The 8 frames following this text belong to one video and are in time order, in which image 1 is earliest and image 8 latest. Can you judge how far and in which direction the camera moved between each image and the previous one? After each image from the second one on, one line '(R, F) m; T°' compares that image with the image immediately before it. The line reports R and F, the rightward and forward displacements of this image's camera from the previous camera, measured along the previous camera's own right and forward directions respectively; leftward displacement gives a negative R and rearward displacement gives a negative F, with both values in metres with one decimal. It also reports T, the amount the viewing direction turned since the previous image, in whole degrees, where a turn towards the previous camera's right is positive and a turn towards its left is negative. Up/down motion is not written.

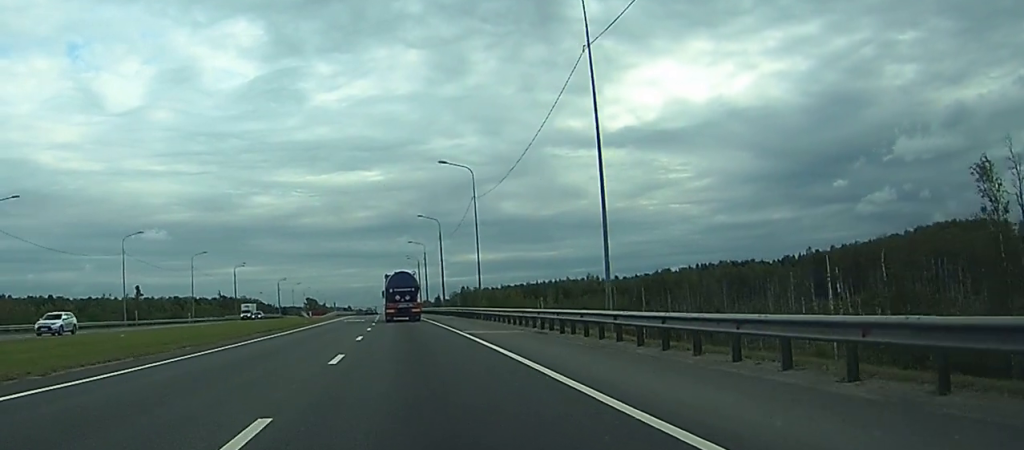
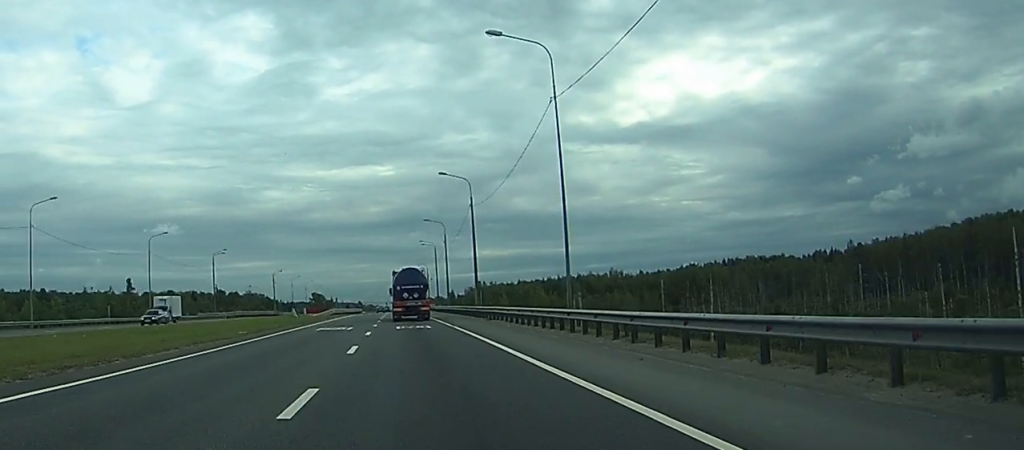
(-0.3, +32.6) m; -1°
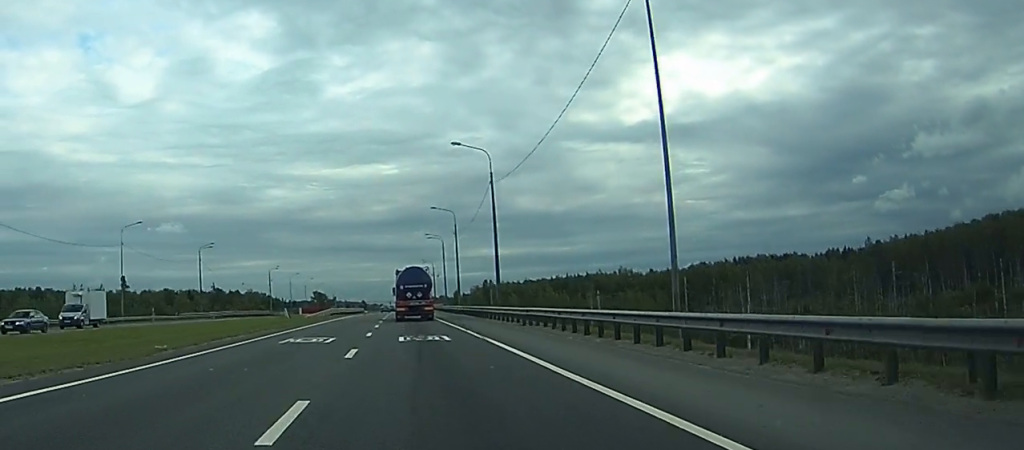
(0.0, +13.8) m; 0°
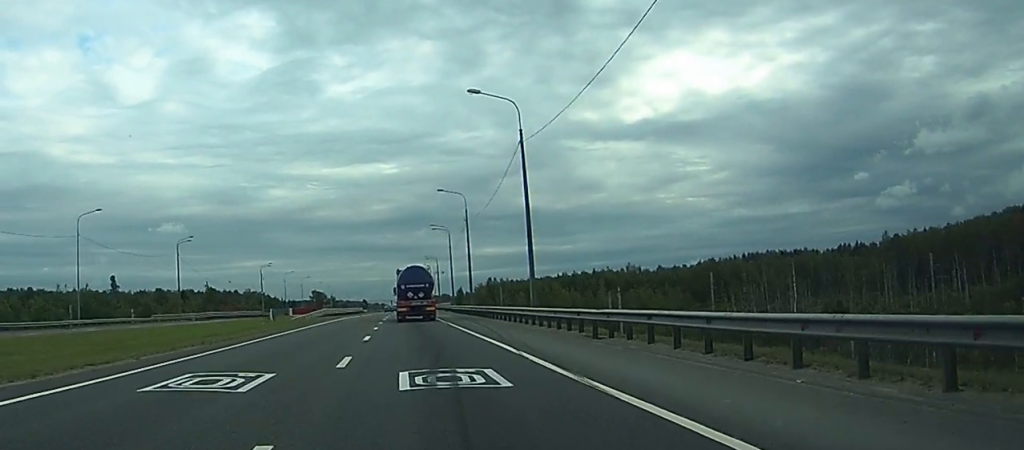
(0.0, +15.2) m; 0°
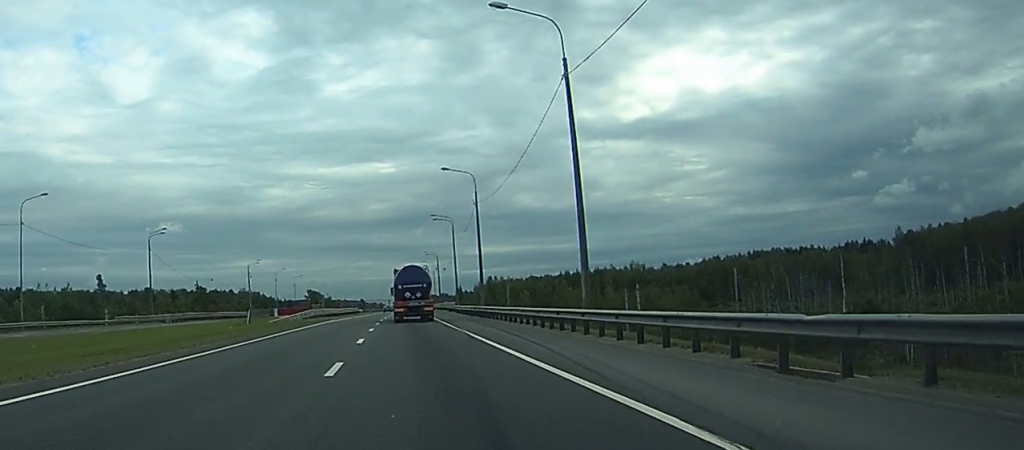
(0.0, +13.7) m; 0°
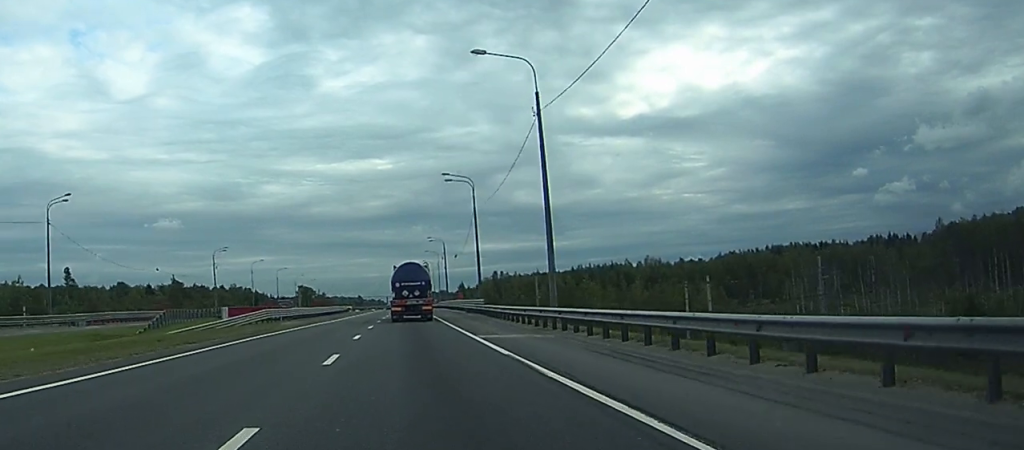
(0.0, +33.7) m; 0°
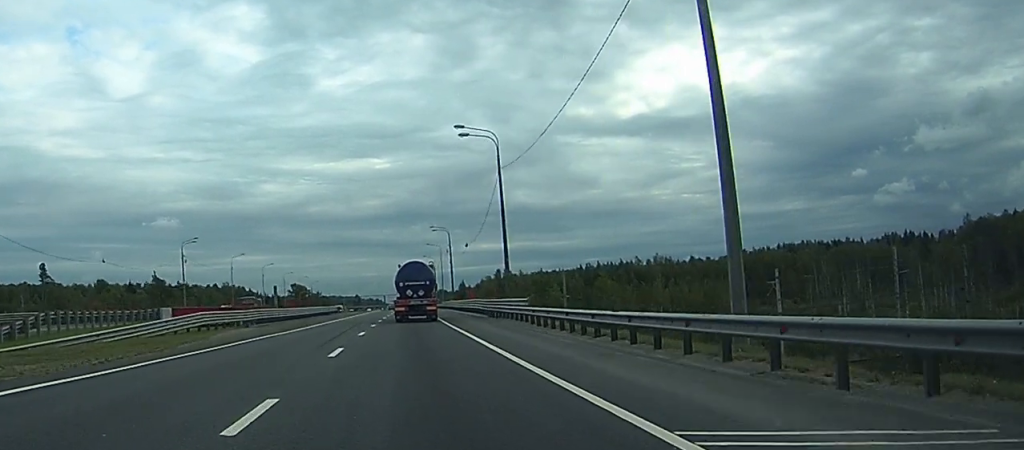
(-0.1, +21.3) m; 0°
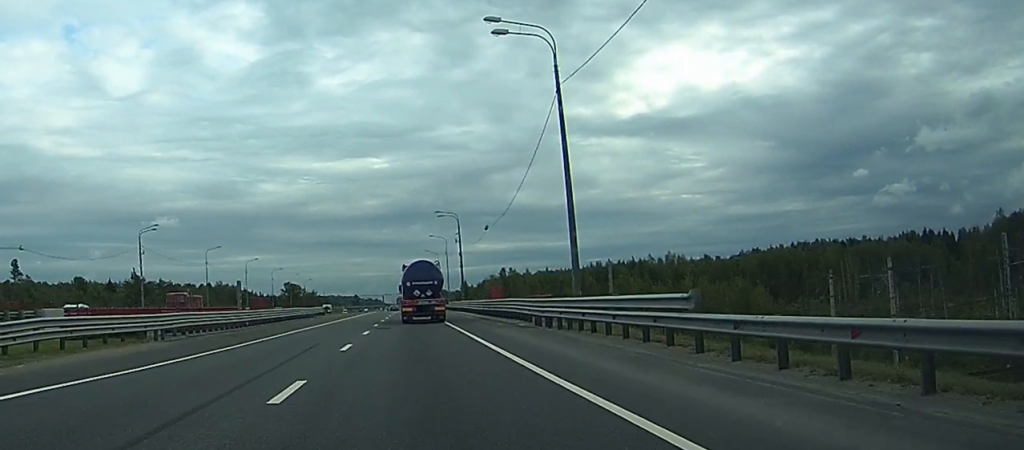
(+0.1, +21.9) m; 0°
